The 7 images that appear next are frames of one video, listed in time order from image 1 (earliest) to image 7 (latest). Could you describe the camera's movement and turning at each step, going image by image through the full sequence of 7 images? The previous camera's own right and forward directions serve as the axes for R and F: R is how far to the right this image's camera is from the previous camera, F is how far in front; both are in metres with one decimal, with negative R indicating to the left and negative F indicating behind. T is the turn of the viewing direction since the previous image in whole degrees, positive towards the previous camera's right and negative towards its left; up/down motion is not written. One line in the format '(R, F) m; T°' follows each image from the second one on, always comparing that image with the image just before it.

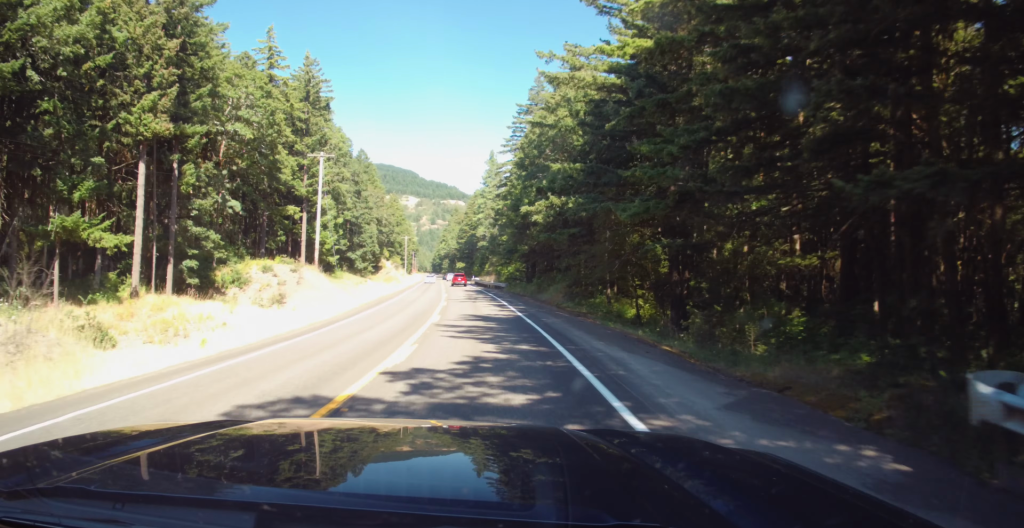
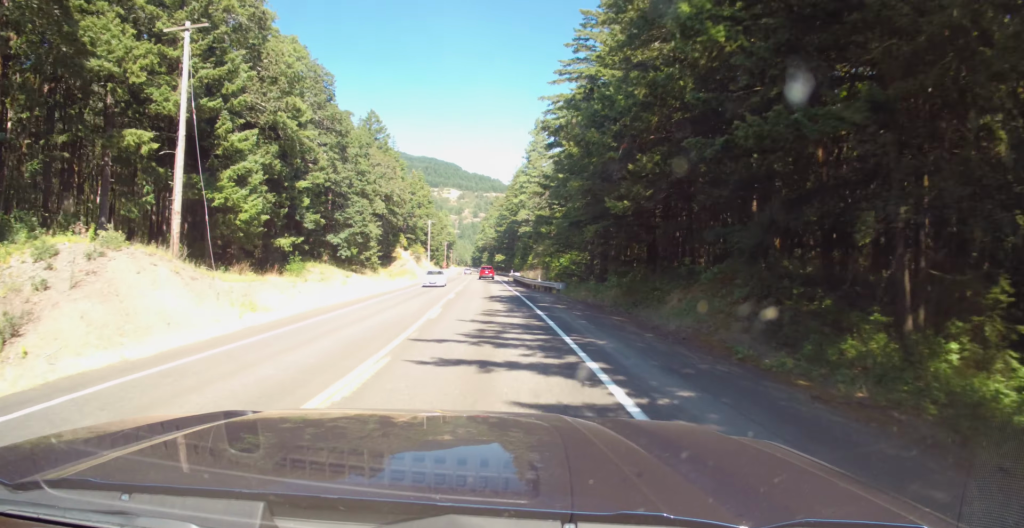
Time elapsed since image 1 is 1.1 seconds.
(-0.4, +29.1) m; -1°
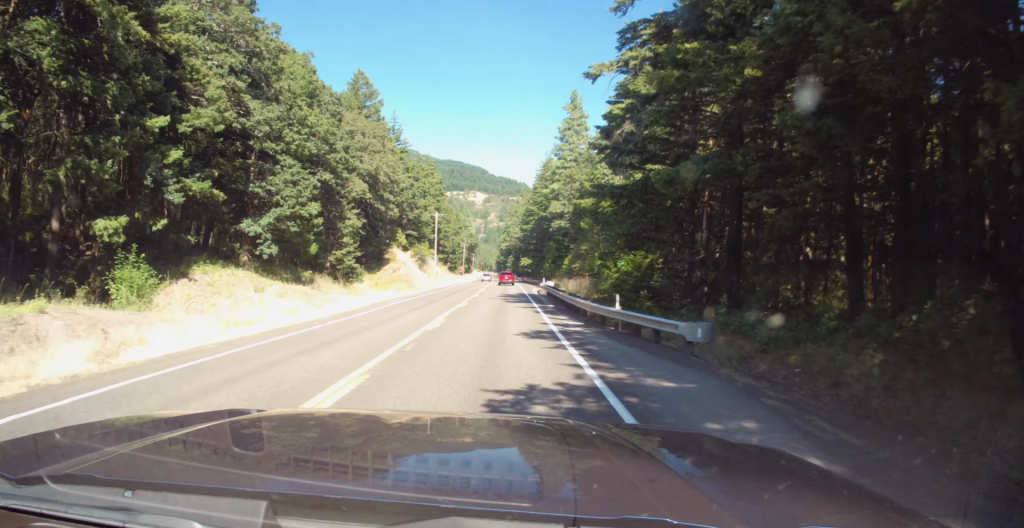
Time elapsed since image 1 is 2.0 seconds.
(0.0, +25.6) m; -1°
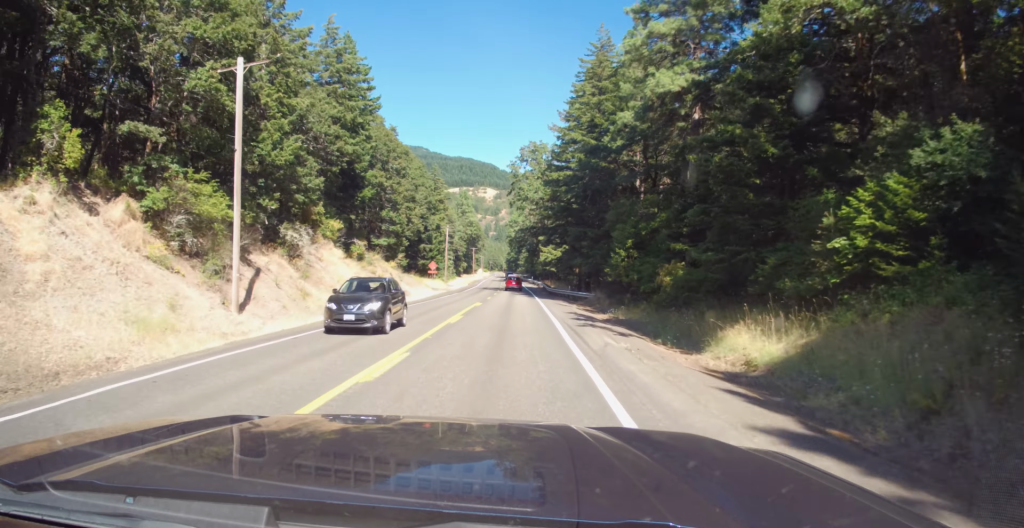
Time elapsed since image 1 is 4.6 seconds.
(-2.0, +70.1) m; -2°
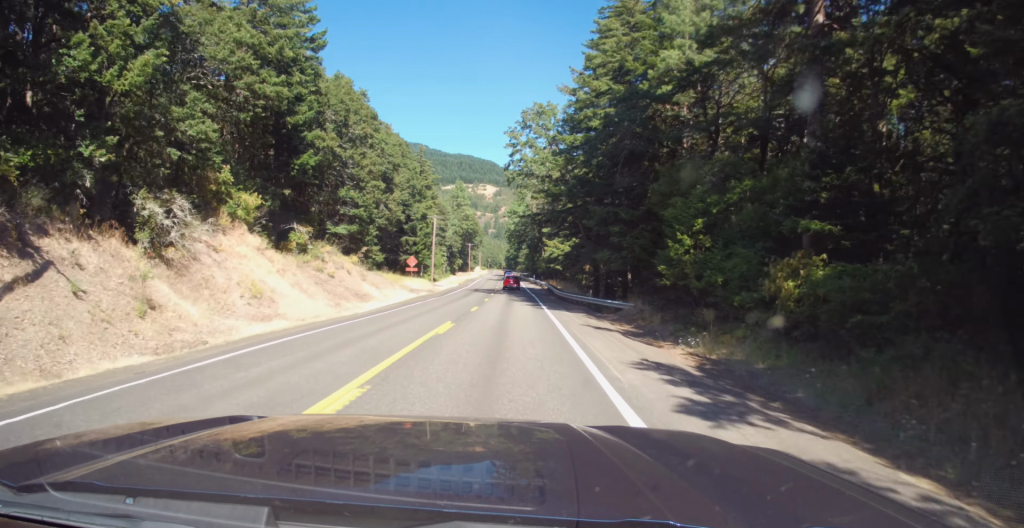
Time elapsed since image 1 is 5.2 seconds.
(+0.1, +16.2) m; 0°
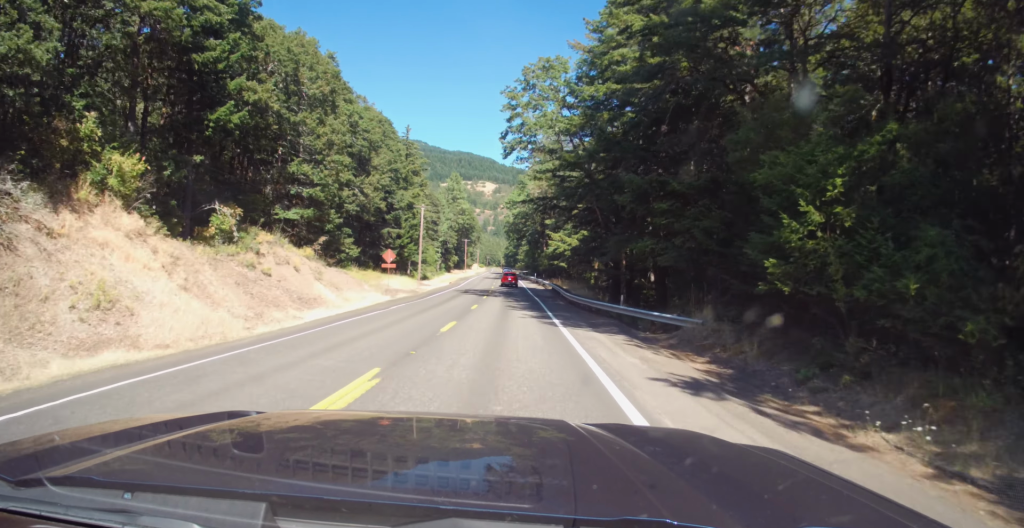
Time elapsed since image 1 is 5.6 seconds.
(-0.1, +11.8) m; 0°
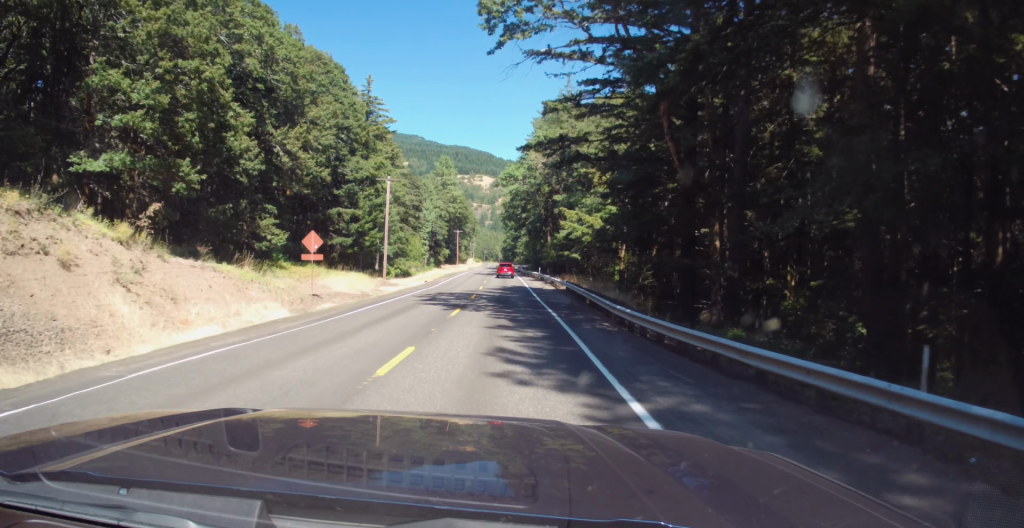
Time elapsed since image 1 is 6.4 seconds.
(-0.2, +20.4) m; -1°
